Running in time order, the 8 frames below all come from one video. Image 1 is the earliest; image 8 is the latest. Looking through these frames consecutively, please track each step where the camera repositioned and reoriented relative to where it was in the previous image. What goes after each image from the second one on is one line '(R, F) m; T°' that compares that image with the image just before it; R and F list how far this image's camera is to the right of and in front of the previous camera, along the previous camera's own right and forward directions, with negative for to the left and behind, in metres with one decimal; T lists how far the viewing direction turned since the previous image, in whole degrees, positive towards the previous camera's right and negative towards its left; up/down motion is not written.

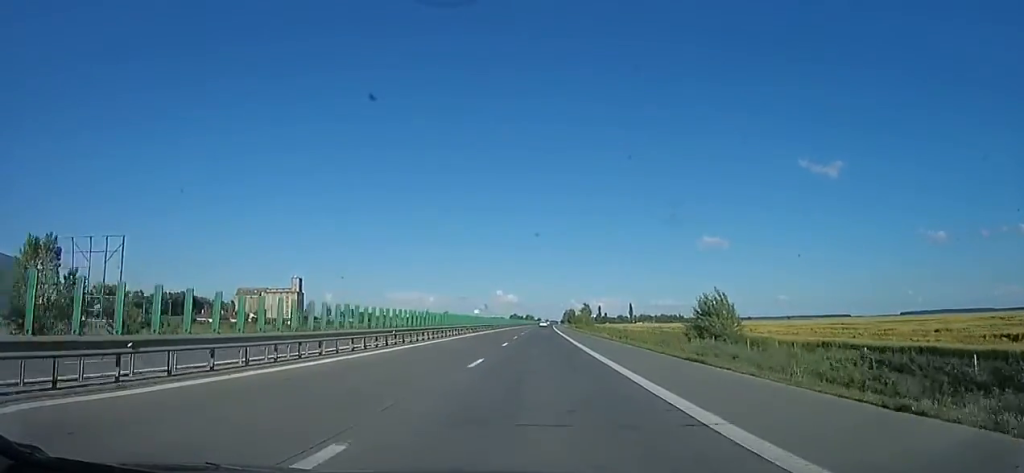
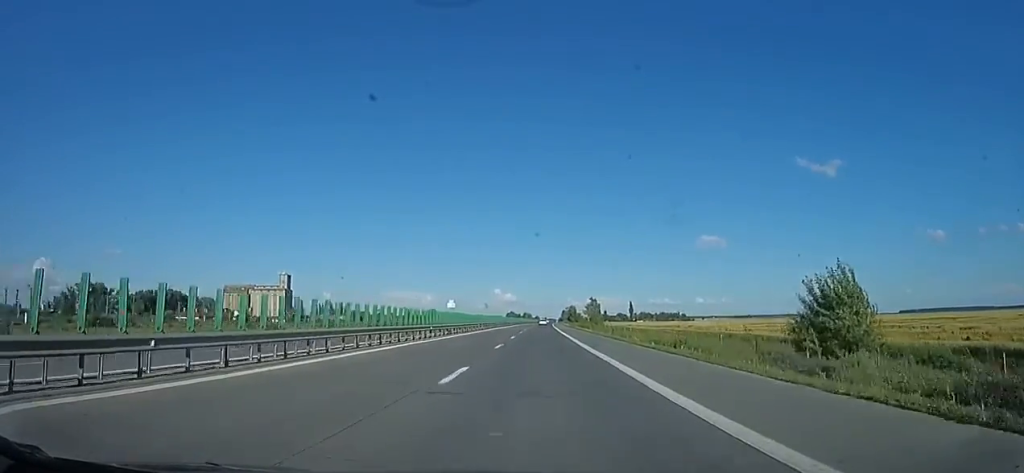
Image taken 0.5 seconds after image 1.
(+0.5, +15.9) m; 0°
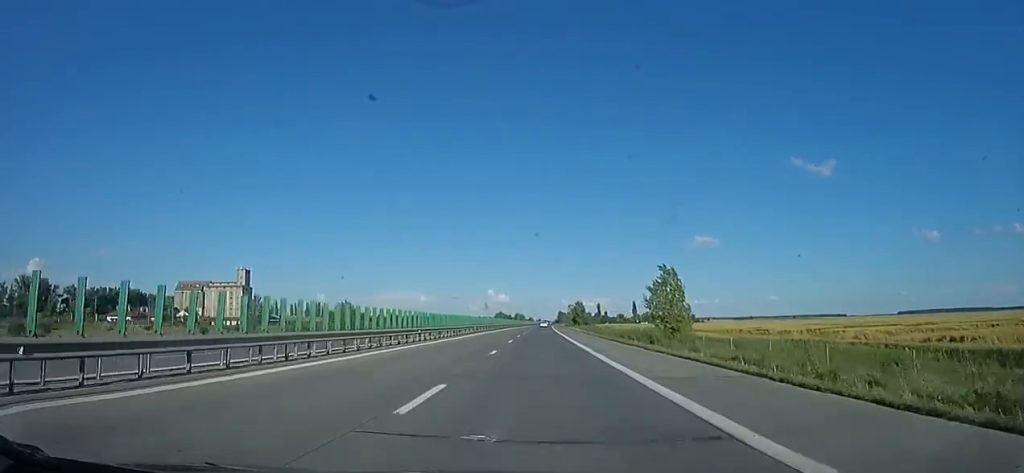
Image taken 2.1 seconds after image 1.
(-0.4, +50.7) m; 0°
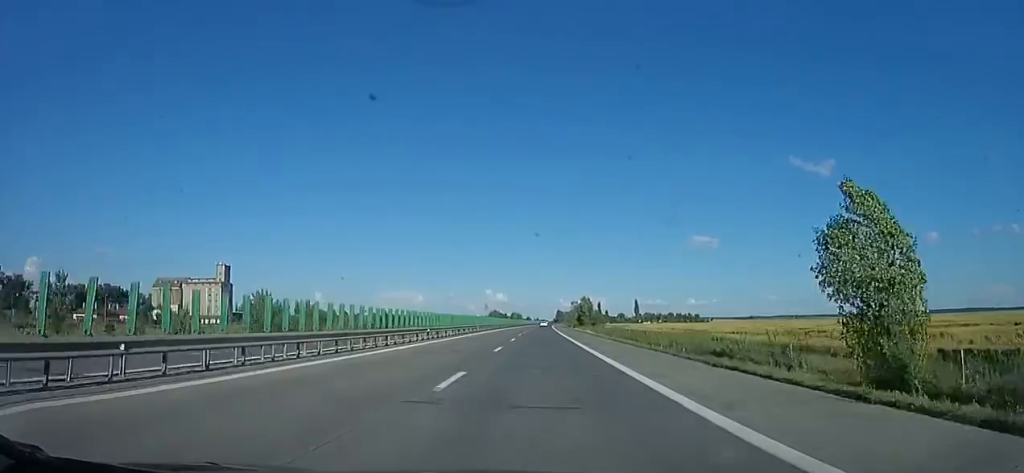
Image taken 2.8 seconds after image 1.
(+0.3, +21.7) m; 0°
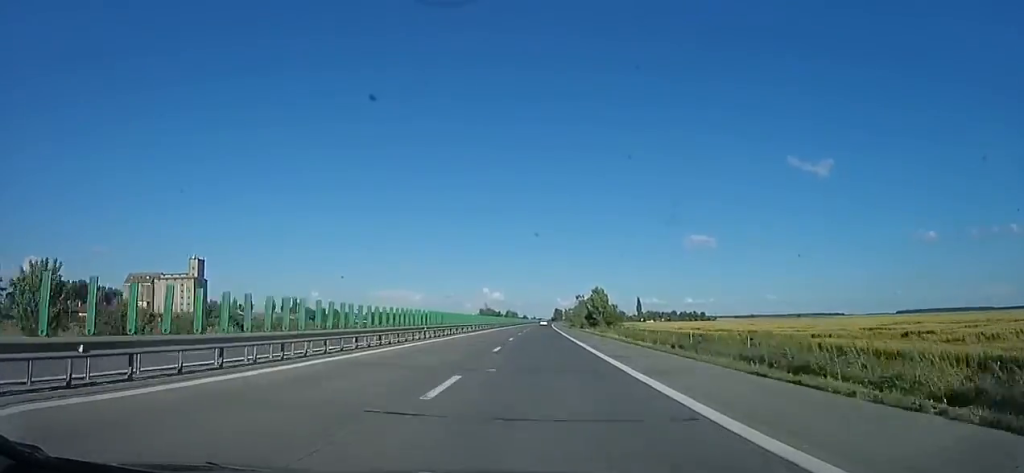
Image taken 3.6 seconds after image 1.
(-0.8, +24.9) m; 0°
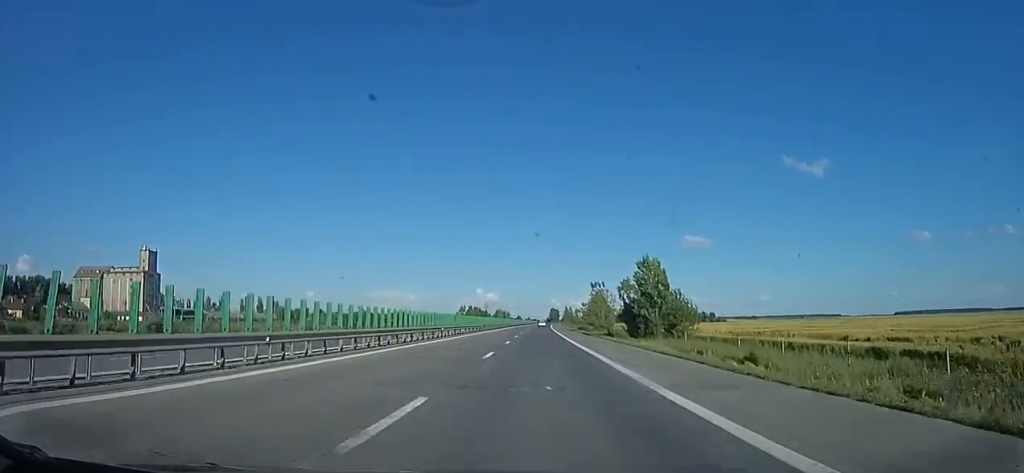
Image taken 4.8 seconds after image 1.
(+1.3, +38.8) m; +2°
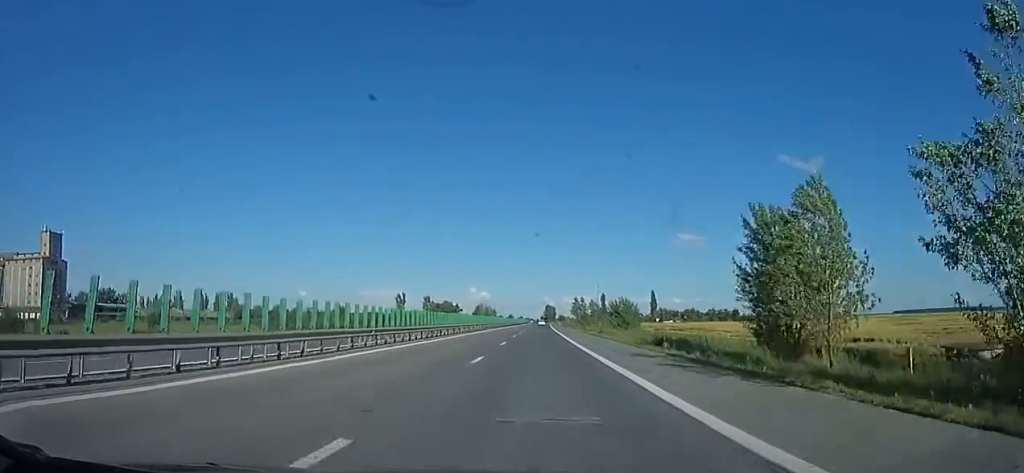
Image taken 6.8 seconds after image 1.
(0.0, +62.8) m; 0°
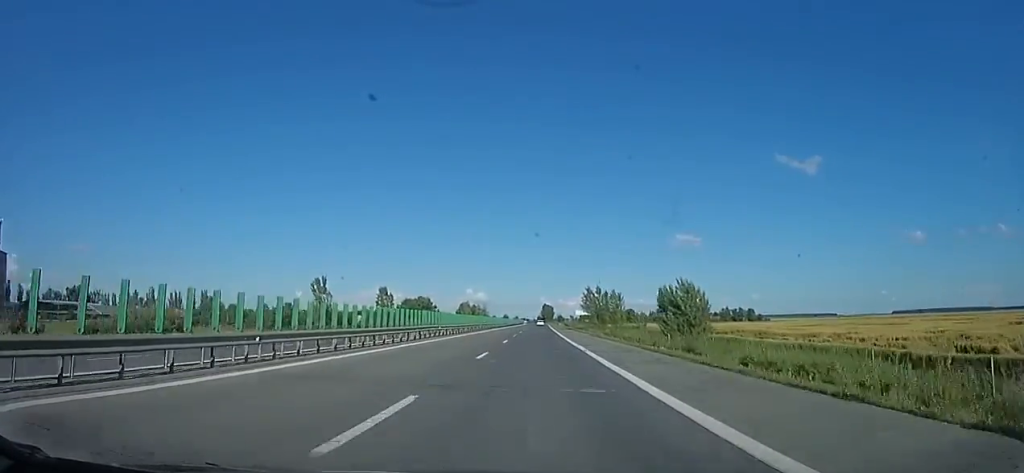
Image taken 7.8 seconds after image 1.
(+0.4, +33.0) m; +1°
